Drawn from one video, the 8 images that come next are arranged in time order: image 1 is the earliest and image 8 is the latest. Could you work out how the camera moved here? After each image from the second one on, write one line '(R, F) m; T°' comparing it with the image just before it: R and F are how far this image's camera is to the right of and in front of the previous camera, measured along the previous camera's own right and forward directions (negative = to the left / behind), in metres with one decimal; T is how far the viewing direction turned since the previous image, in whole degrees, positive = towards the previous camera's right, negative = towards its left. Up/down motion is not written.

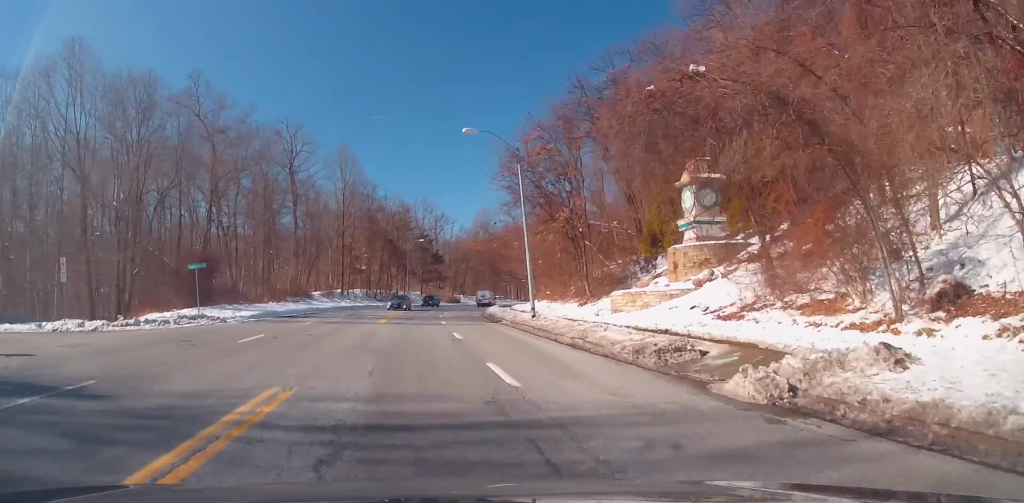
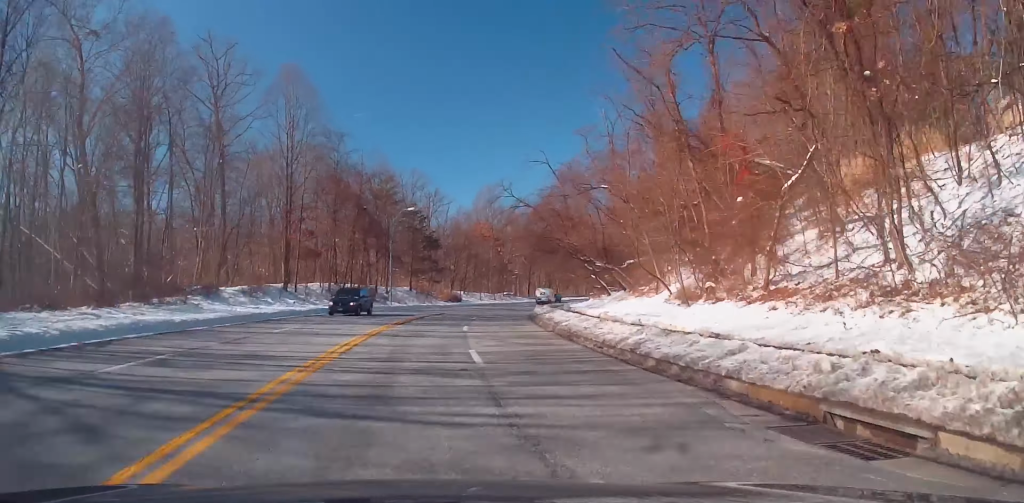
(+0.3, +31.5) m; +3°
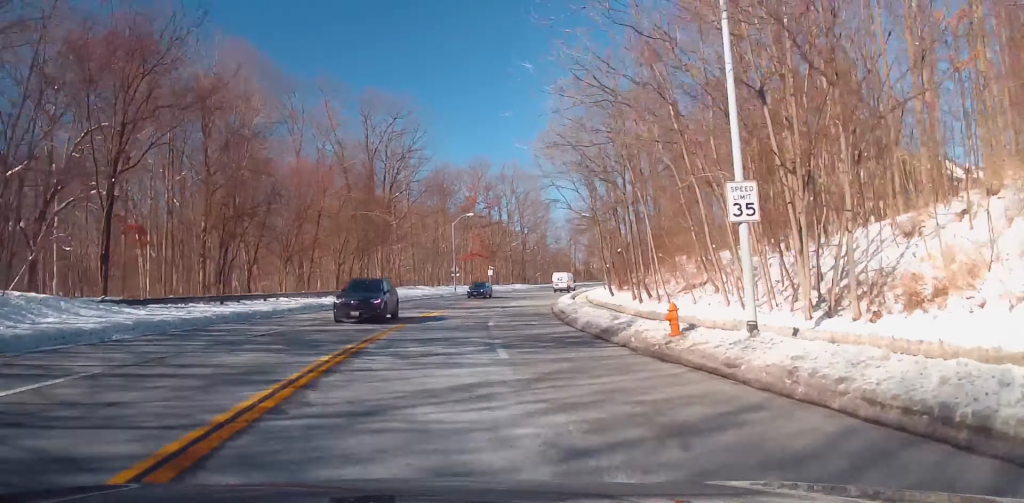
(+18.9, +104.8) m; +22°
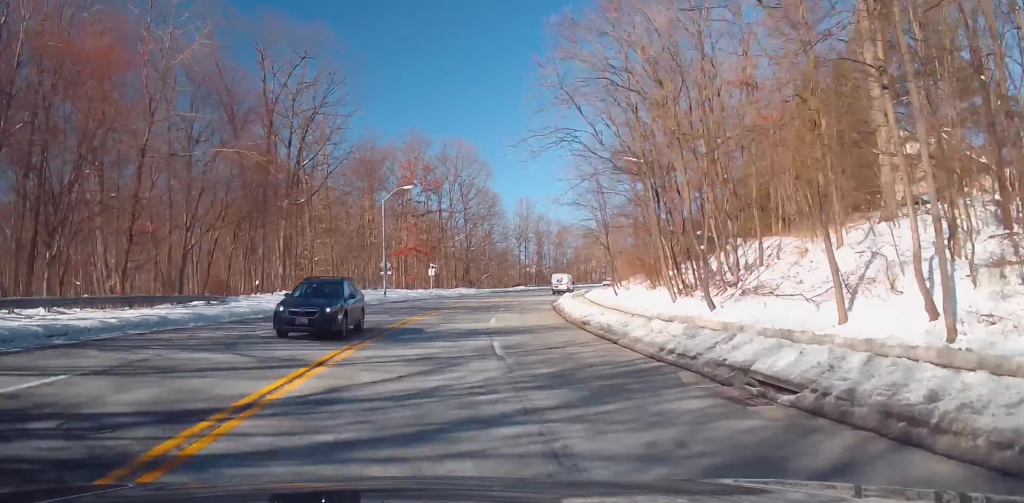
(+1.3, +22.4) m; +5°
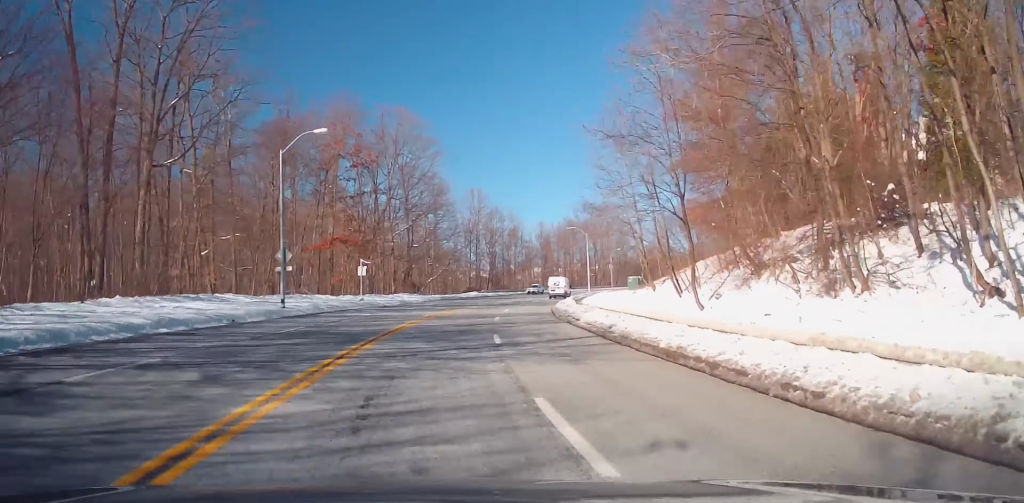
(-0.5, +19.7) m; +5°
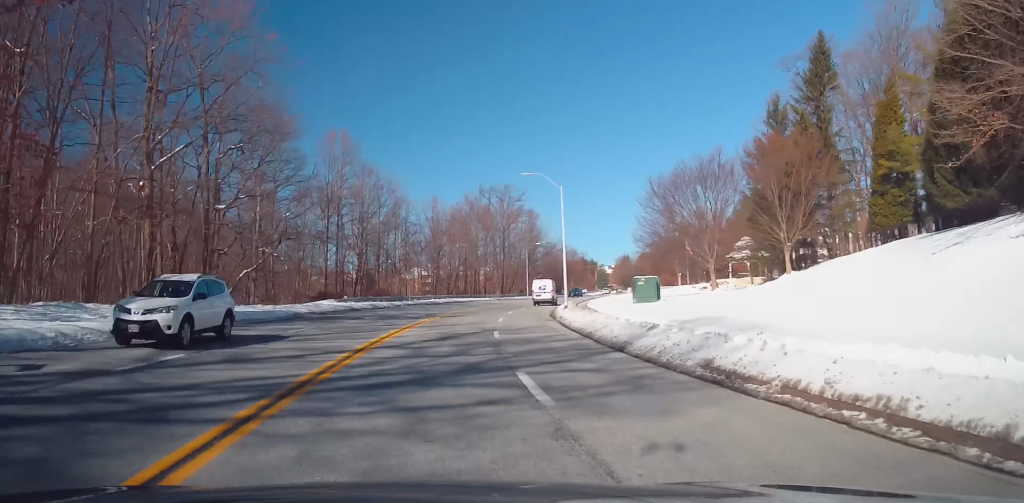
(+5.1, +41.3) m; +12°
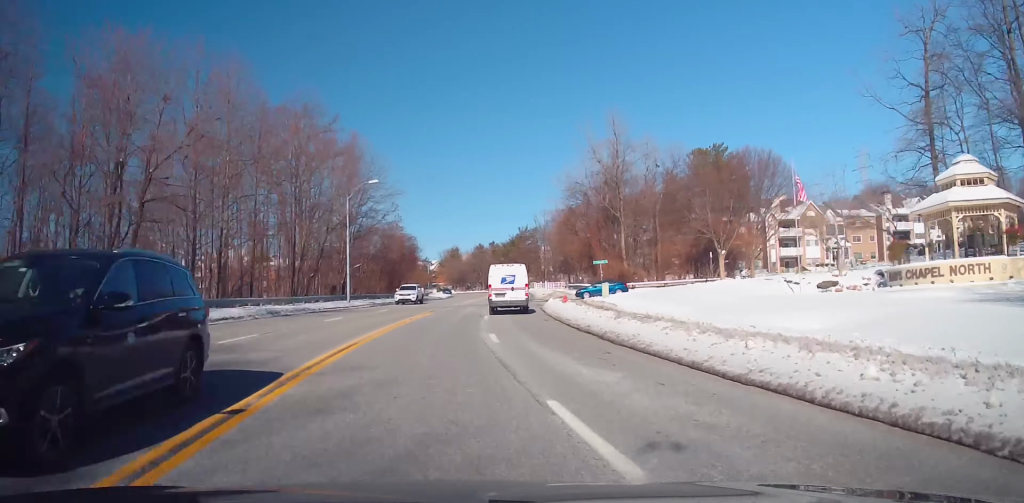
(+9.0, +58.5) m; +16°
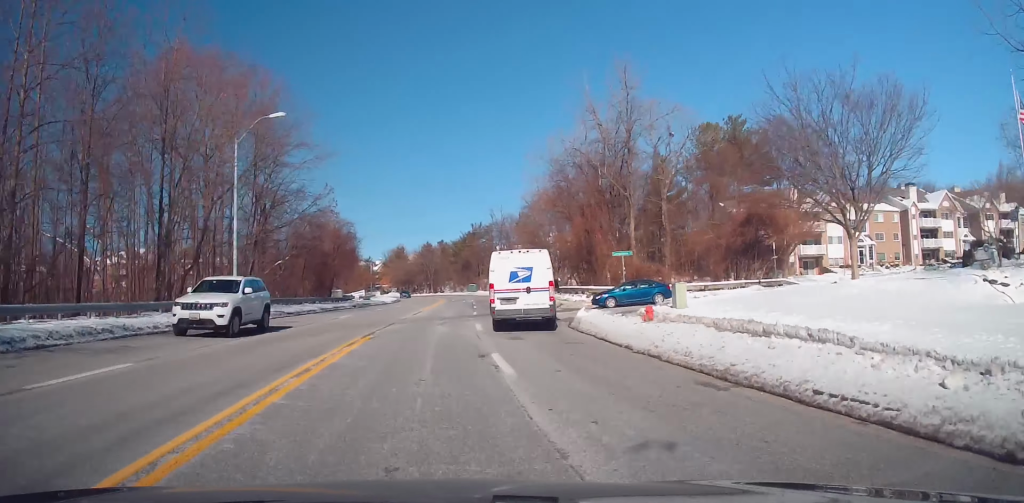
(+0.5, +19.5) m; +4°
